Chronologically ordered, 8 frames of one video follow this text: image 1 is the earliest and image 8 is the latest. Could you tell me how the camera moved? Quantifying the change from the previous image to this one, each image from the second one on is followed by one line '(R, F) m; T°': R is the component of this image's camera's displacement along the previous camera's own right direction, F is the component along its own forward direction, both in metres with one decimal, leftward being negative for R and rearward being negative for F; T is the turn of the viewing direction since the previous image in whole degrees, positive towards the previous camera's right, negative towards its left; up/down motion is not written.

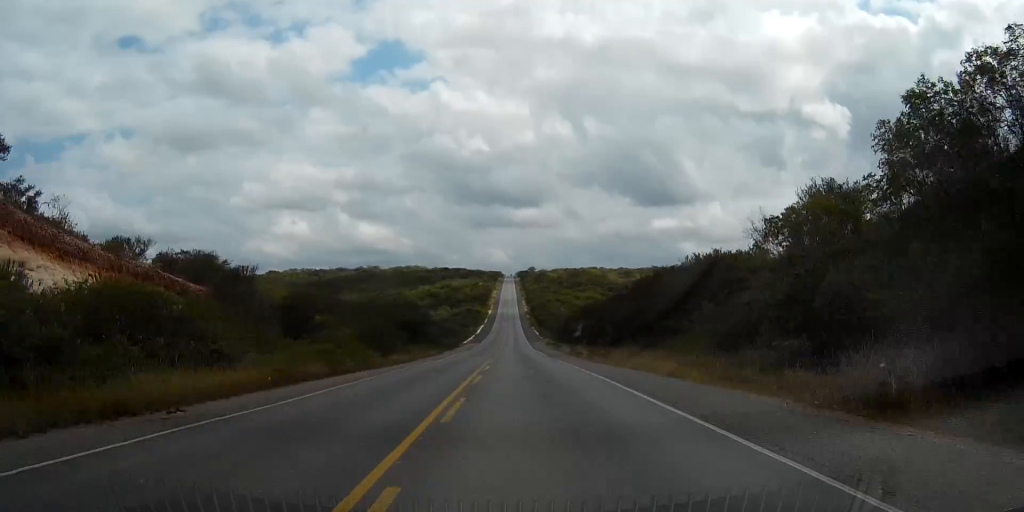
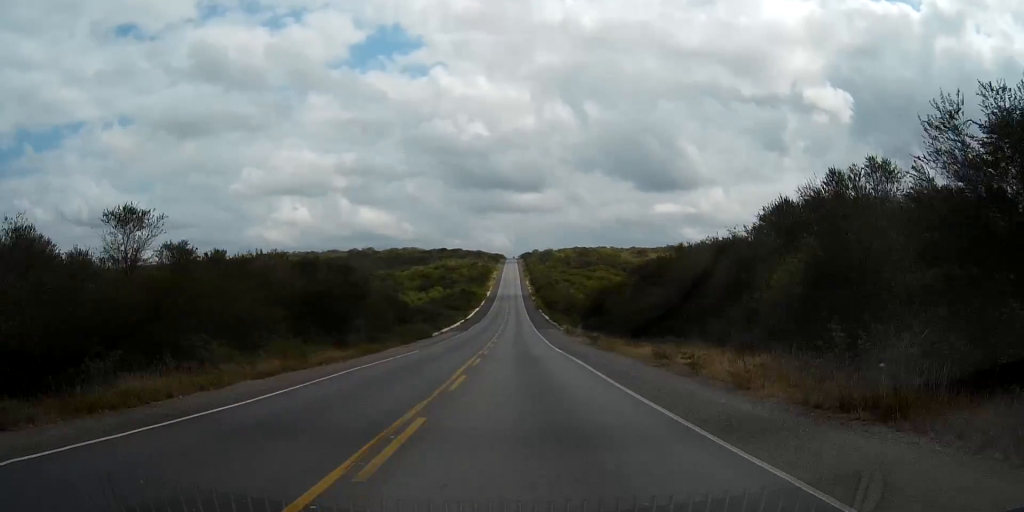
(0.0, +36.2) m; 0°
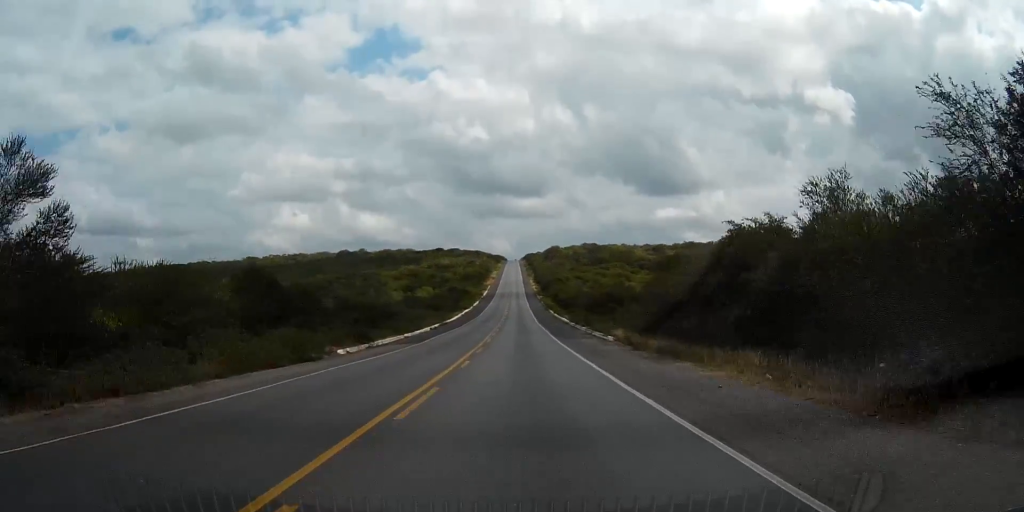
(0.0, +37.3) m; 0°
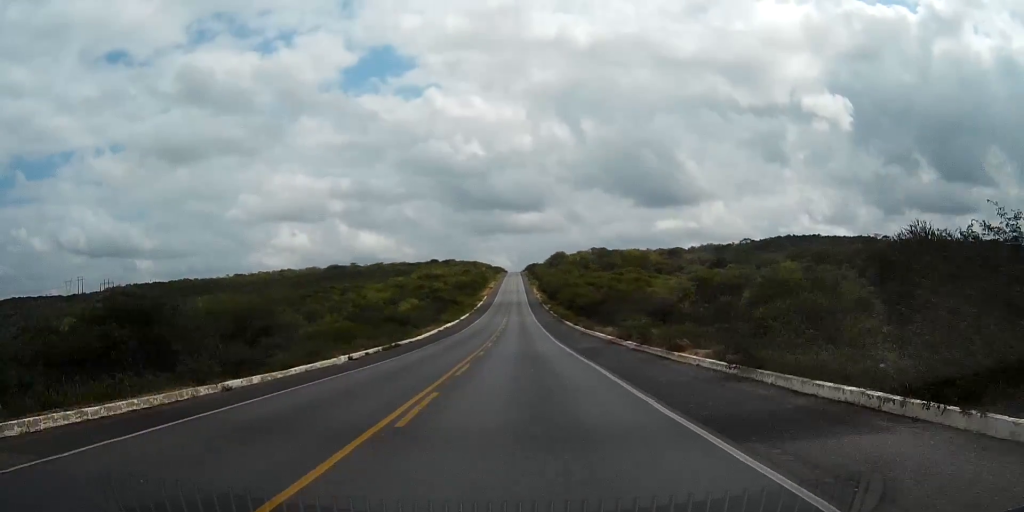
(-0.1, +32.3) m; 0°
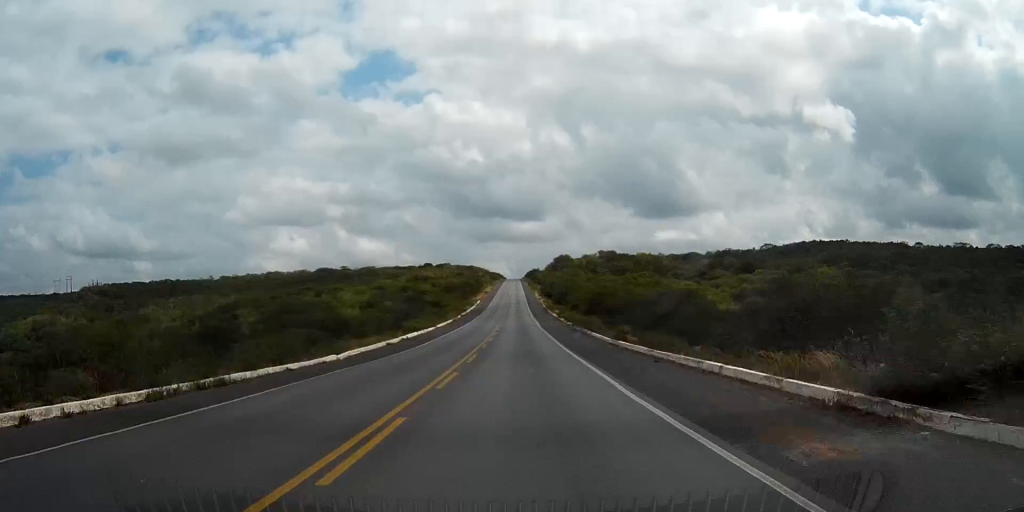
(0.0, +27.5) m; 0°
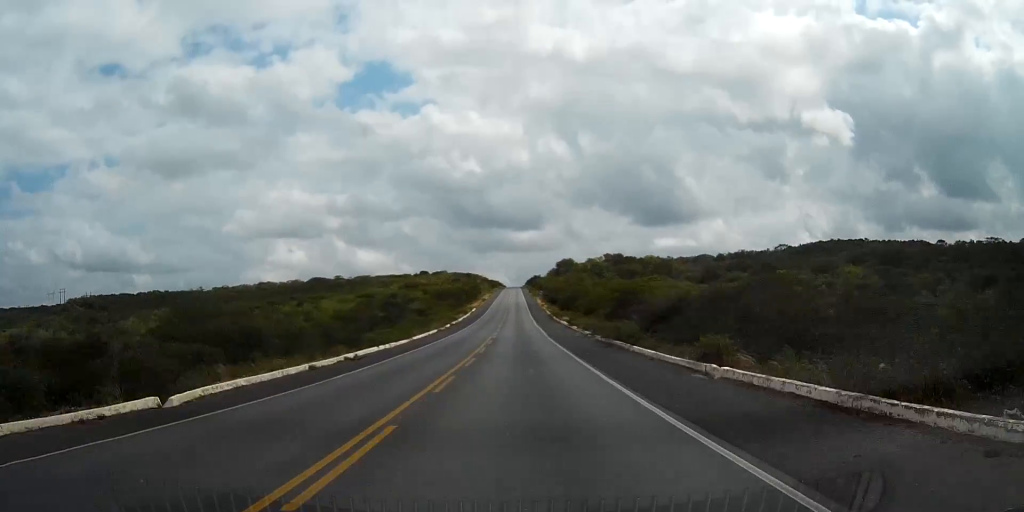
(0.0, +16.6) m; 0°
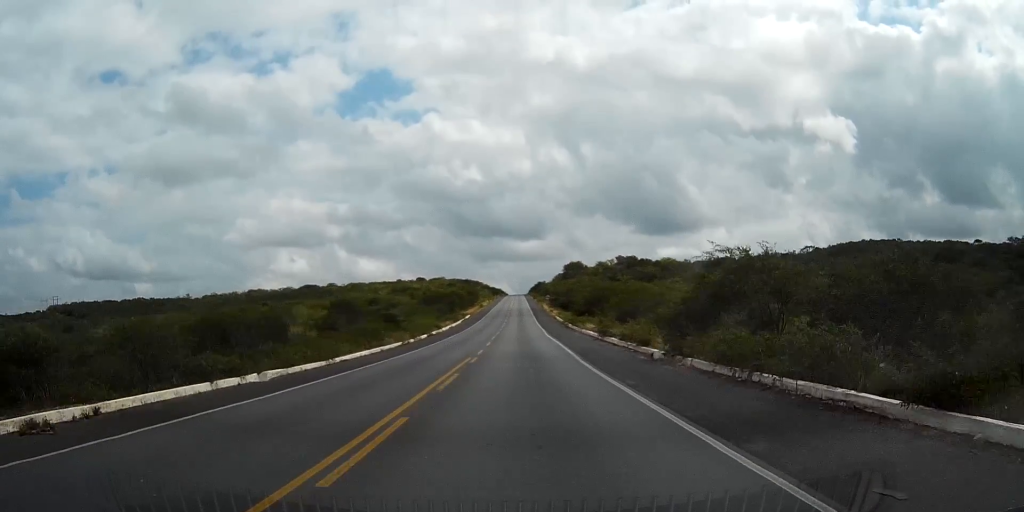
(0.0, +23.4) m; 0°
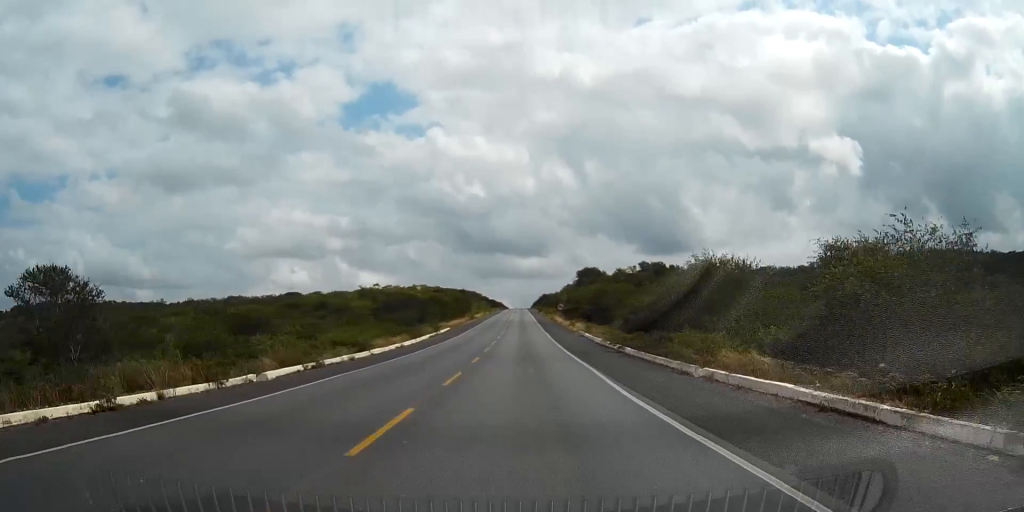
(0.0, +36.6) m; 0°
